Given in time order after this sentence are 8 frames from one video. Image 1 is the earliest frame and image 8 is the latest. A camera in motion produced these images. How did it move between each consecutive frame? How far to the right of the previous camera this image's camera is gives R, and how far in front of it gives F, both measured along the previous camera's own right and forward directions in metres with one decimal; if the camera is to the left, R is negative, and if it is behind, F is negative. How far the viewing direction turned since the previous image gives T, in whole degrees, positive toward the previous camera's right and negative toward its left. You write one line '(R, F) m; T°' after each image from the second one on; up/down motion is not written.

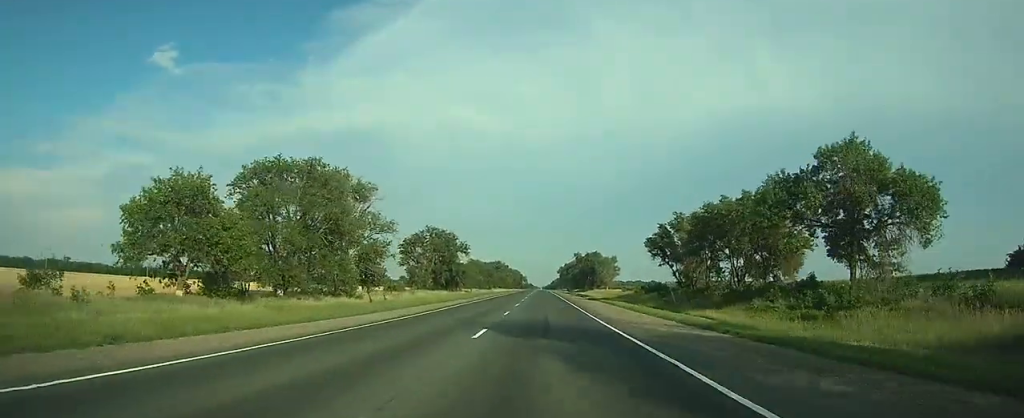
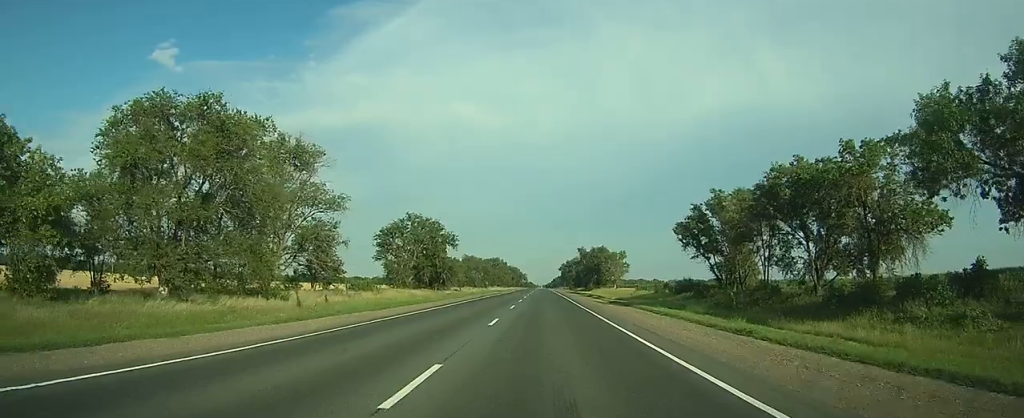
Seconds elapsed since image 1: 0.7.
(0.0, +20.4) m; 0°
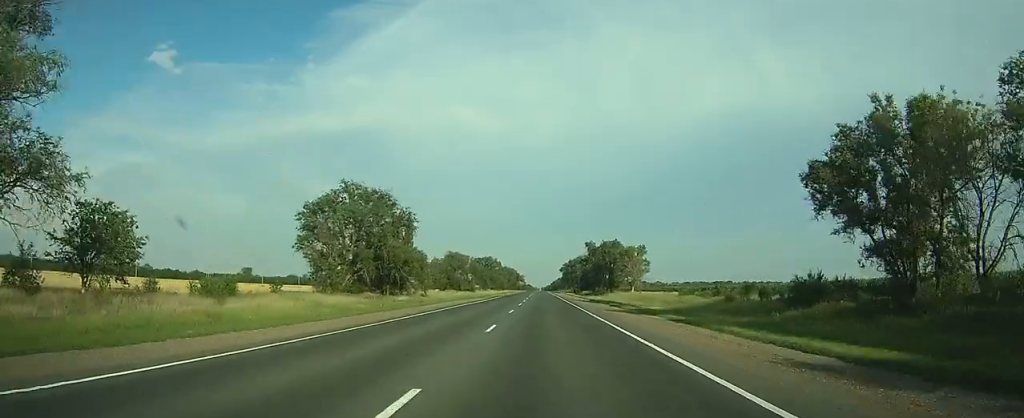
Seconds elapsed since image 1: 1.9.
(-0.1, +37.7) m; 0°
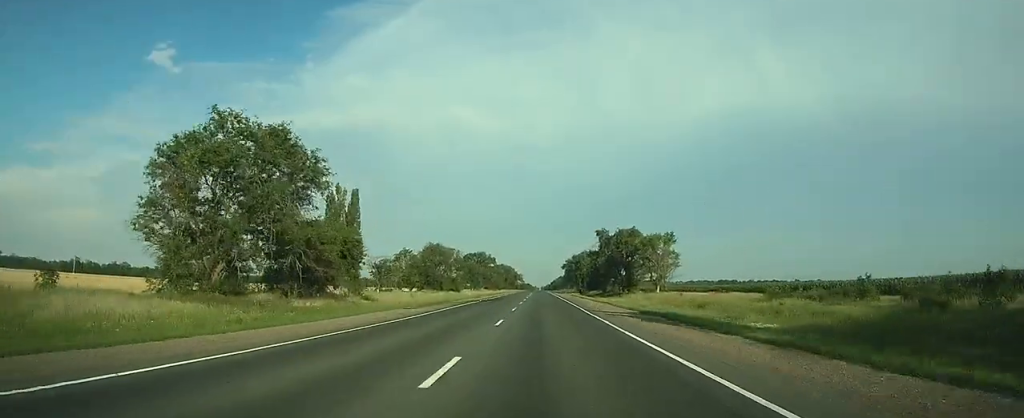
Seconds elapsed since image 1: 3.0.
(0.0, +32.6) m; 0°
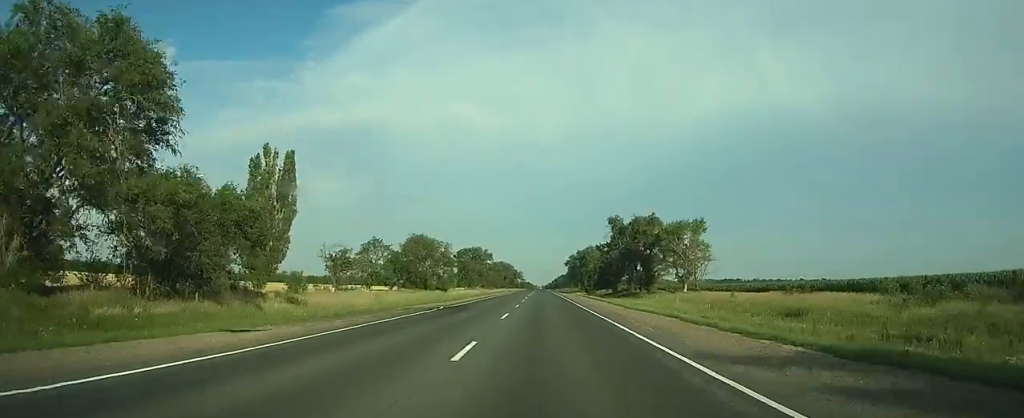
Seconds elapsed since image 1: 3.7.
(0.0, +21.4) m; 0°
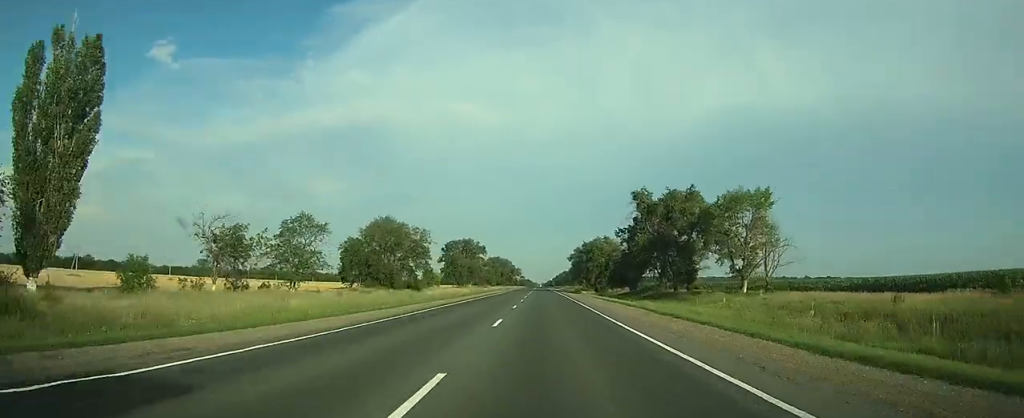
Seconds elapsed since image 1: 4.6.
(+0.1, +28.5) m; 0°
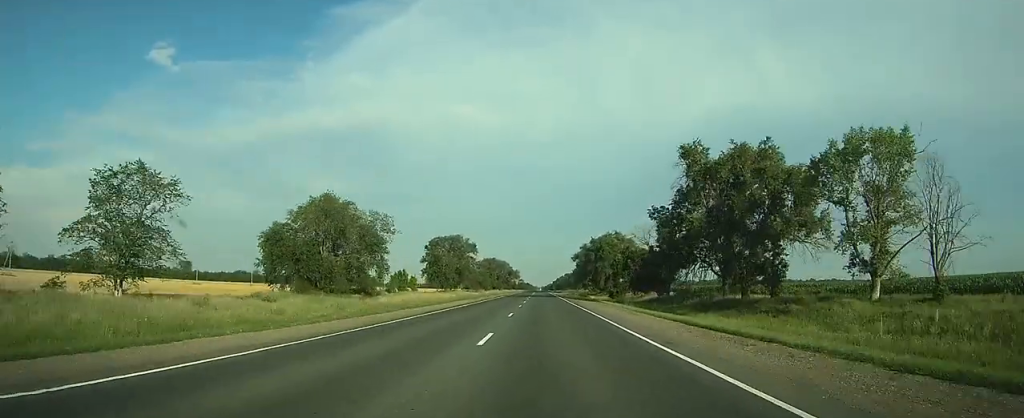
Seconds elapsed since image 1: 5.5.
(0.0, +28.5) m; 0°
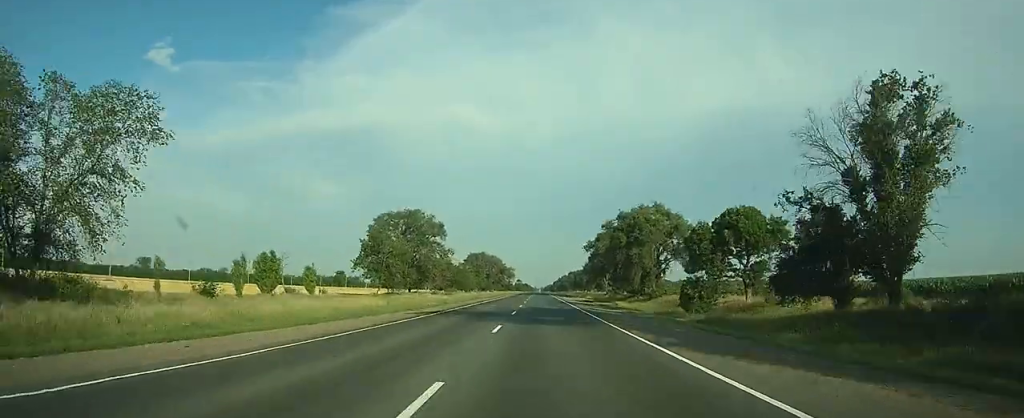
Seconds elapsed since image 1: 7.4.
(+0.1, +55.9) m; 0°
